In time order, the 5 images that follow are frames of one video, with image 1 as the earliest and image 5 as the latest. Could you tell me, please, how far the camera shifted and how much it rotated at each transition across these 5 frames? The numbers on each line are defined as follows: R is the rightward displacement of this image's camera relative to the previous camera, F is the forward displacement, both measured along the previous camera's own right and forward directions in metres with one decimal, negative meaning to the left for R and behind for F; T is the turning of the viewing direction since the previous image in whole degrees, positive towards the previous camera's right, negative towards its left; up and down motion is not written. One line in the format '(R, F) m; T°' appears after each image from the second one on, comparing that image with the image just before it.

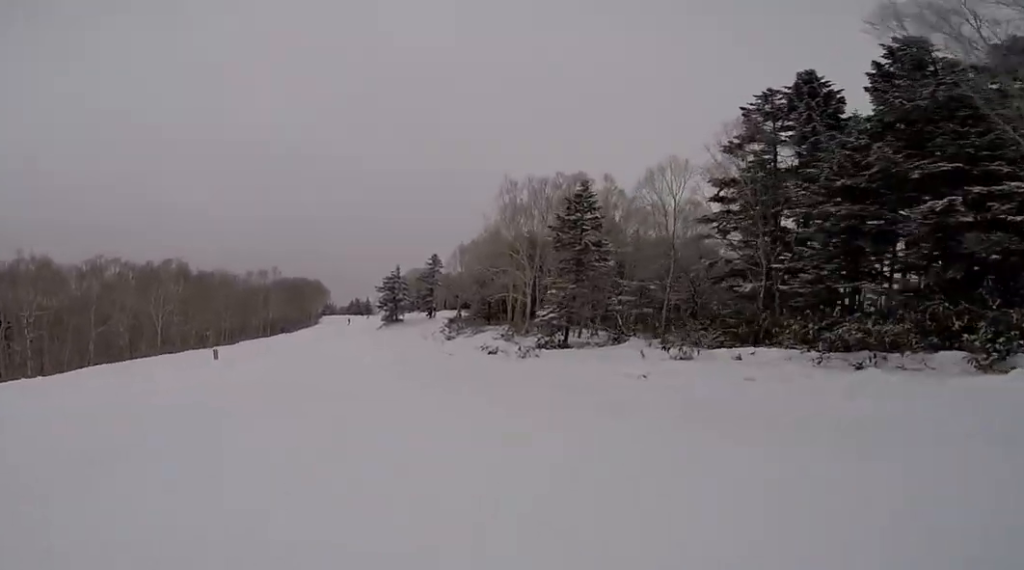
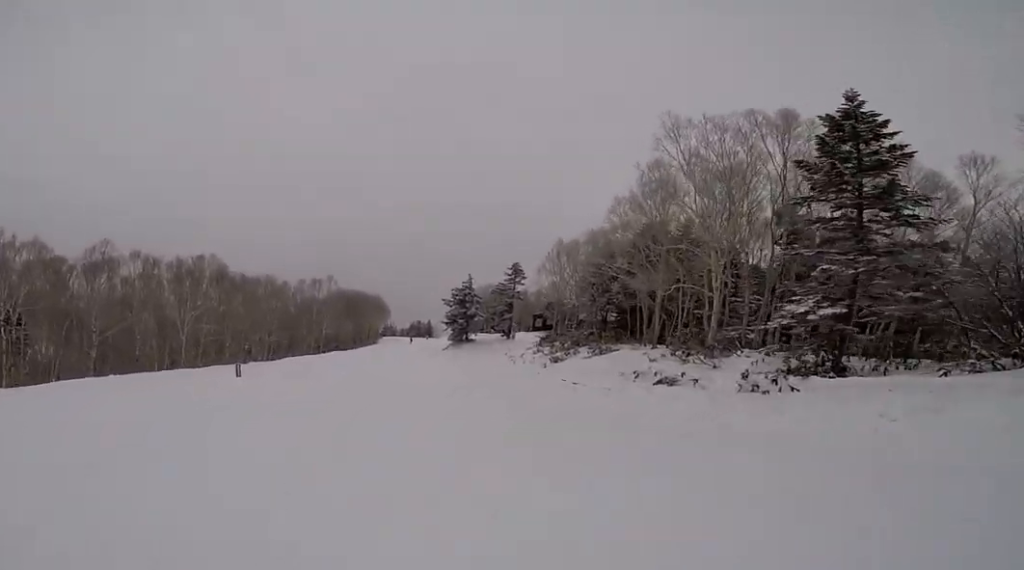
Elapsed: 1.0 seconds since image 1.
(0.0, +12.4) m; 0°
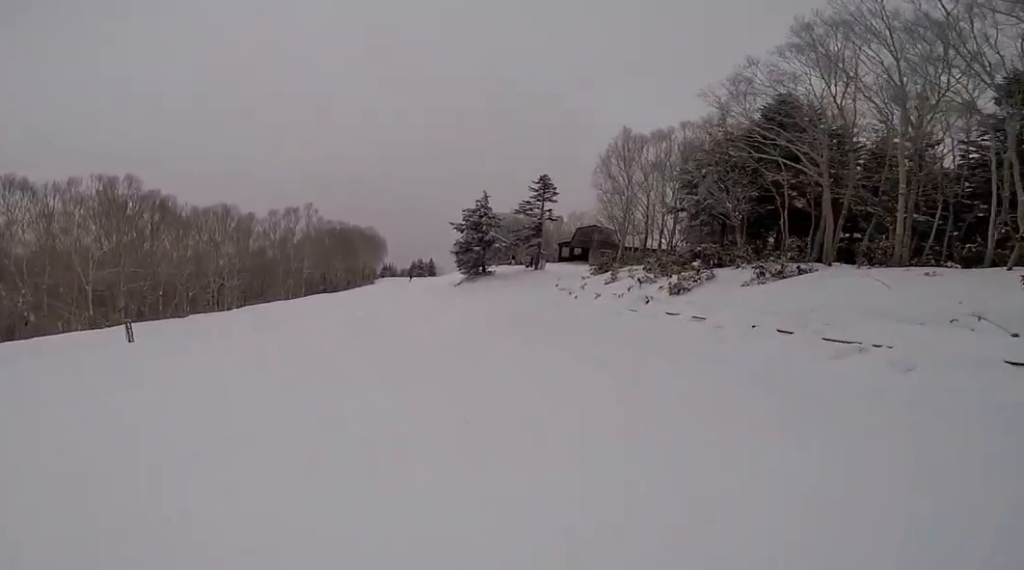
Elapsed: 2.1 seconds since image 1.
(+0.1, +13.5) m; +1°
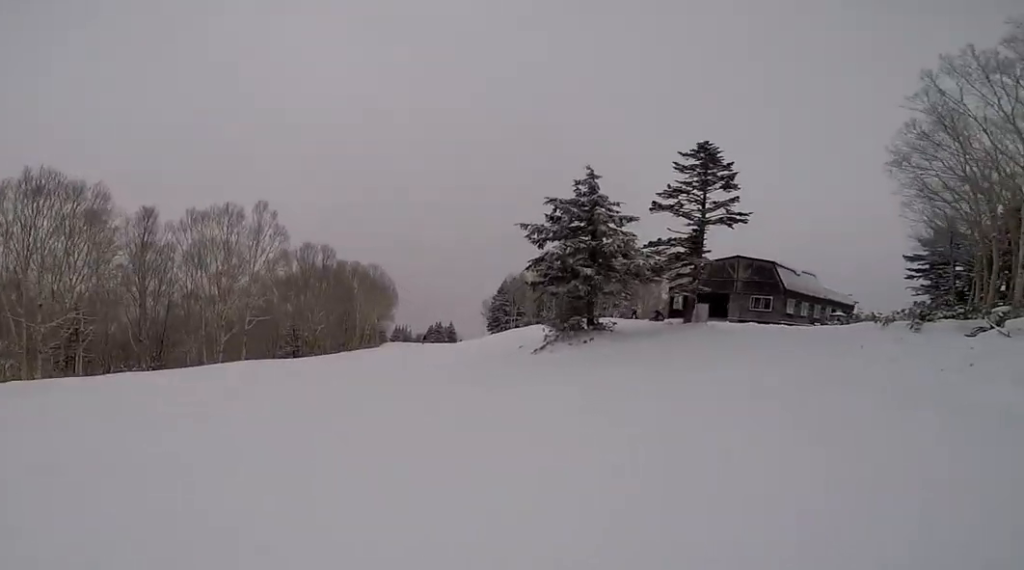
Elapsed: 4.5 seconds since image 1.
(+0.1, +26.2) m; +1°
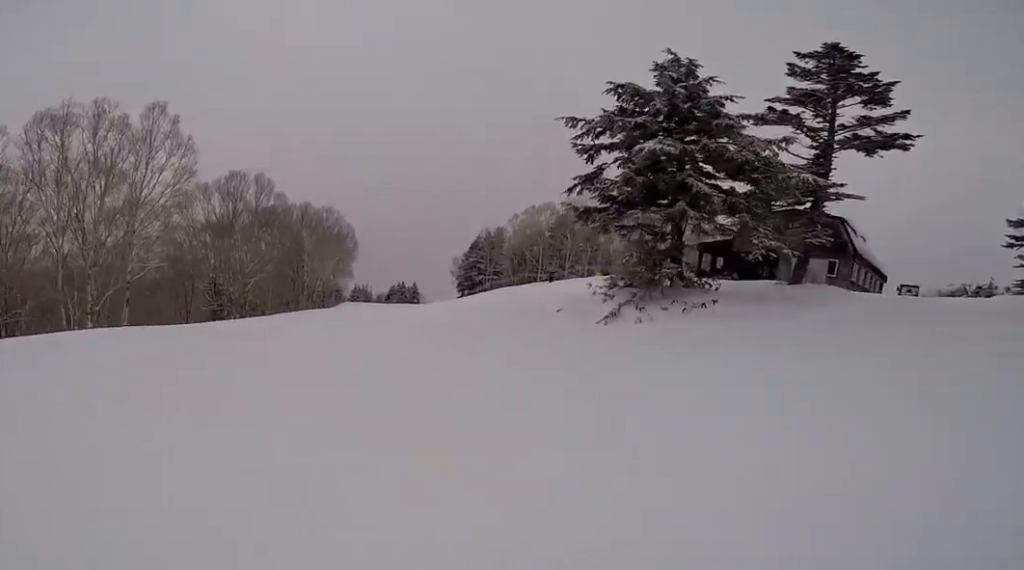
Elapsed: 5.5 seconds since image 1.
(+0.1, +10.1) m; -4°
